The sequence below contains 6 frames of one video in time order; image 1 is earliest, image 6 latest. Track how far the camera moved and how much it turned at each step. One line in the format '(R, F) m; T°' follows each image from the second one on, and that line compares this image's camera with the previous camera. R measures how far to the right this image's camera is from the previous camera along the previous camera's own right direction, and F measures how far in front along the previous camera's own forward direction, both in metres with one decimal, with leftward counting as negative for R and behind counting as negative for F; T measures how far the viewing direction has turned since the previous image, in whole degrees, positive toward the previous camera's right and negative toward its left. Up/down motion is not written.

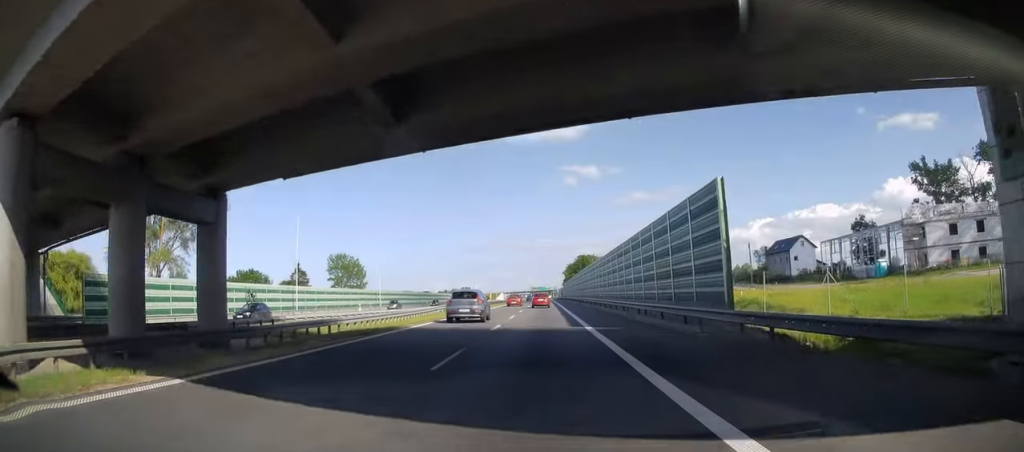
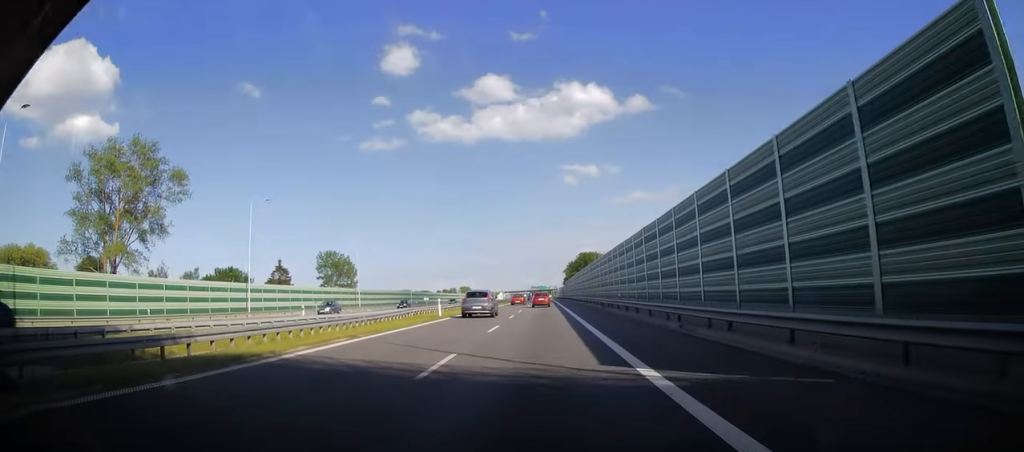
(0.0, +13.0) m; 0°
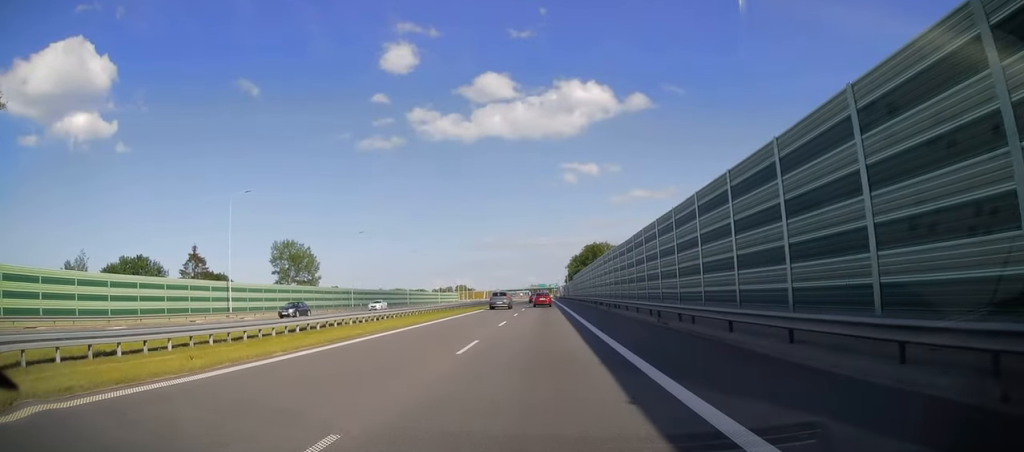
(+0.5, +43.5) m; +2°
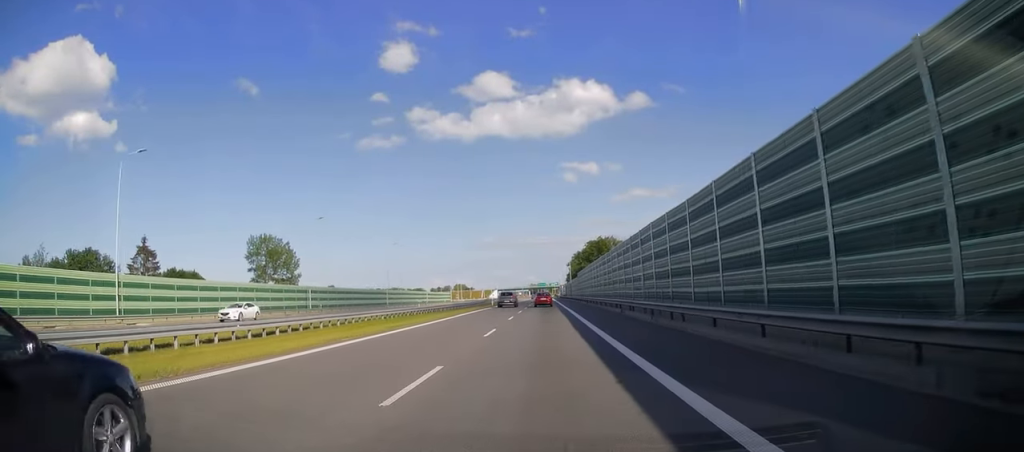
(-0.1, +18.2) m; 0°
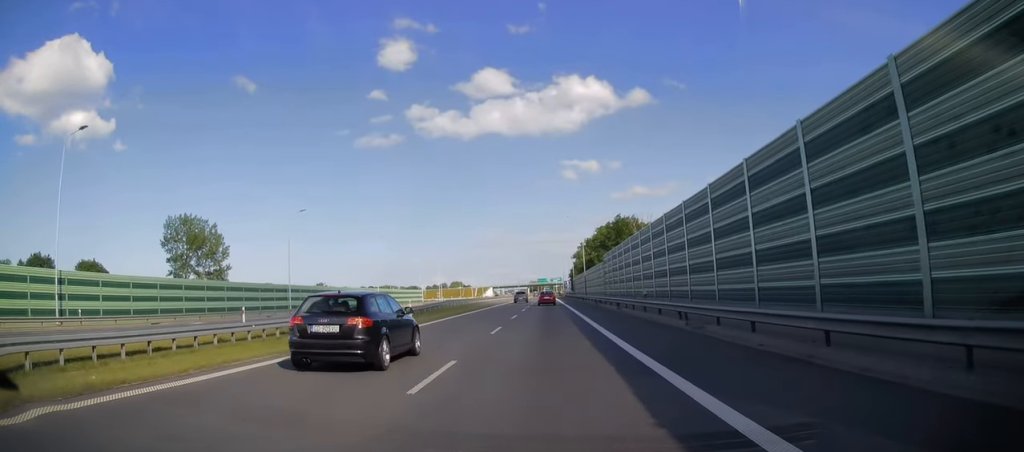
(-0.3, +46.7) m; 0°
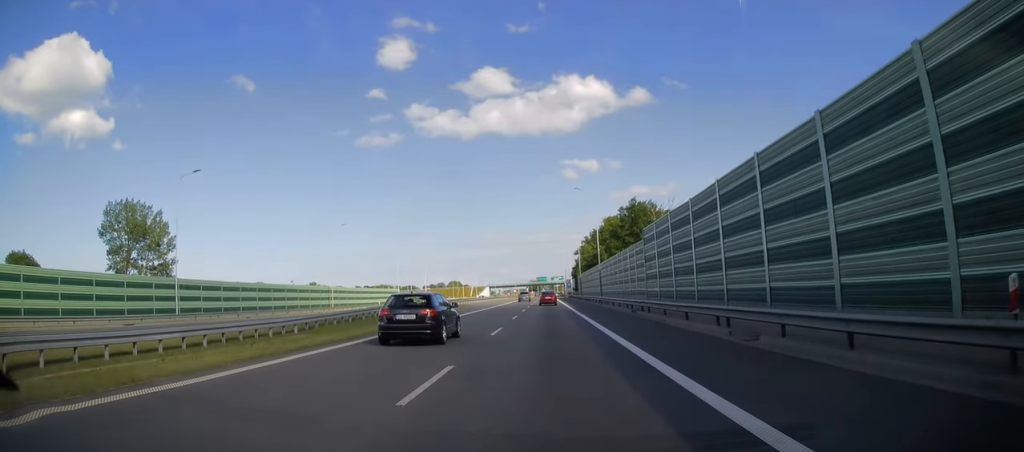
(-0.1, +24.8) m; 0°
